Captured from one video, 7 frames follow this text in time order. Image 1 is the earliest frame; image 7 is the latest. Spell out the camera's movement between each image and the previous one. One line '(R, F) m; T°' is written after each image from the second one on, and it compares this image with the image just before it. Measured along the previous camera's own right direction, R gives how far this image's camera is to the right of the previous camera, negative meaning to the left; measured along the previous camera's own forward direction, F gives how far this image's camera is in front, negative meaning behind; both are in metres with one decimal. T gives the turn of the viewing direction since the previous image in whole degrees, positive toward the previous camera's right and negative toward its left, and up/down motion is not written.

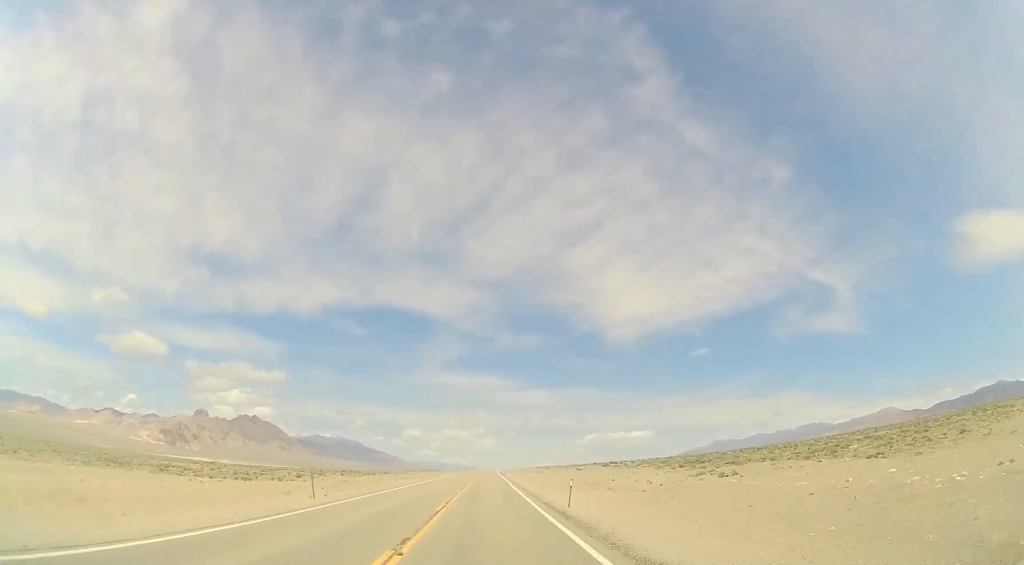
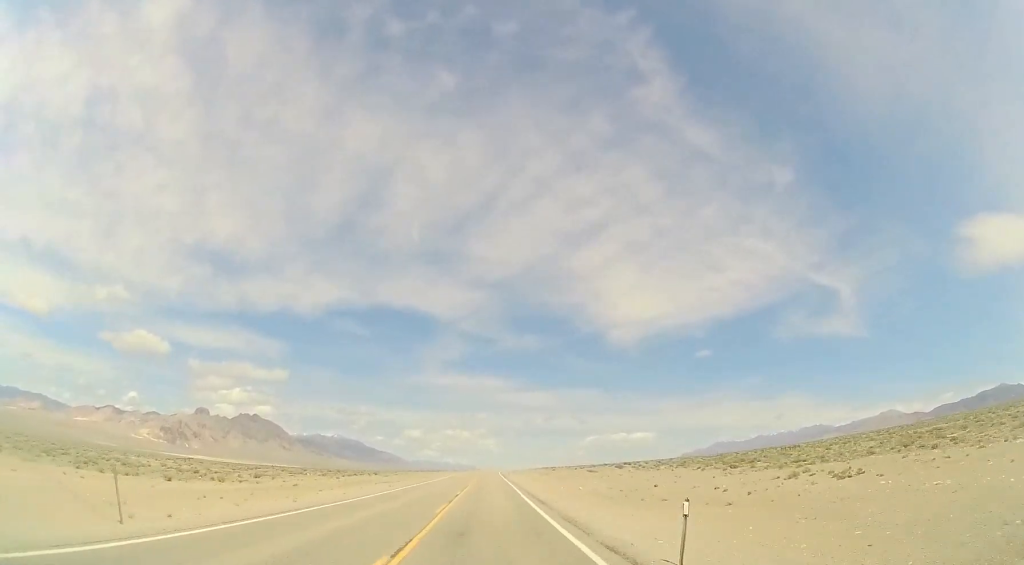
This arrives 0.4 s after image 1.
(-0.2, +12.6) m; 0°
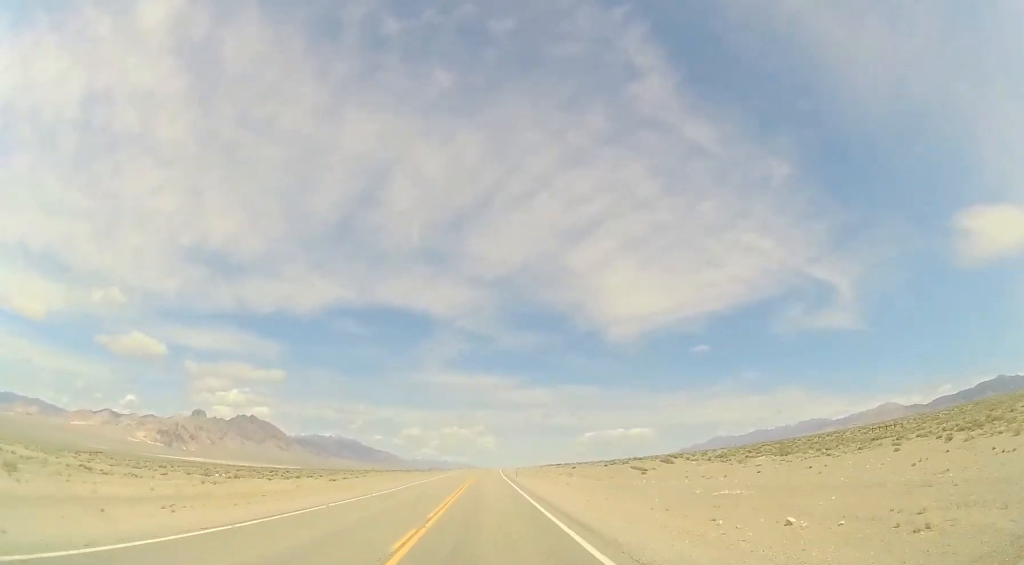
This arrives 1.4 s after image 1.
(+0.1, +32.5) m; 0°
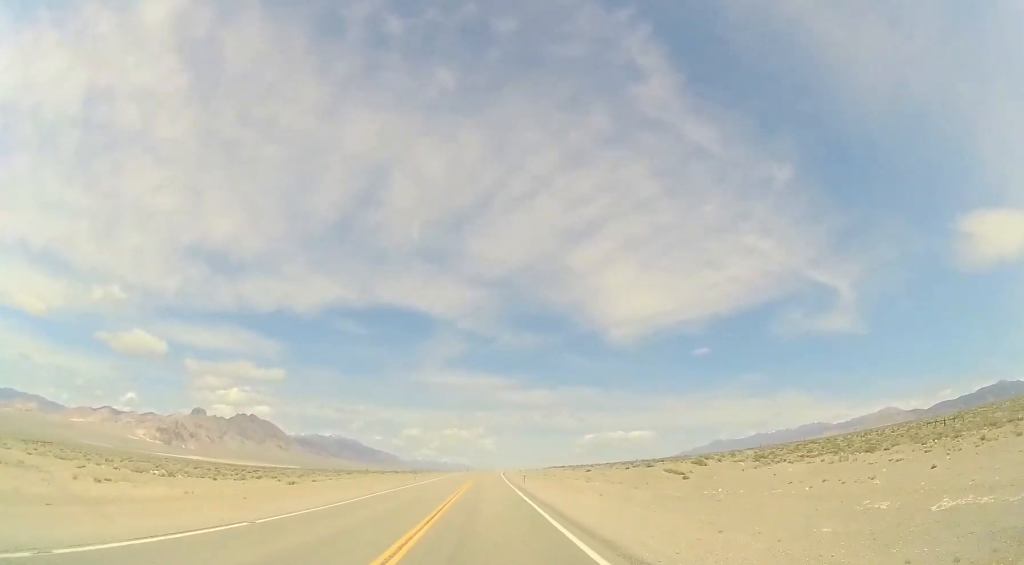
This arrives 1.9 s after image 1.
(+0.1, +13.7) m; 0°
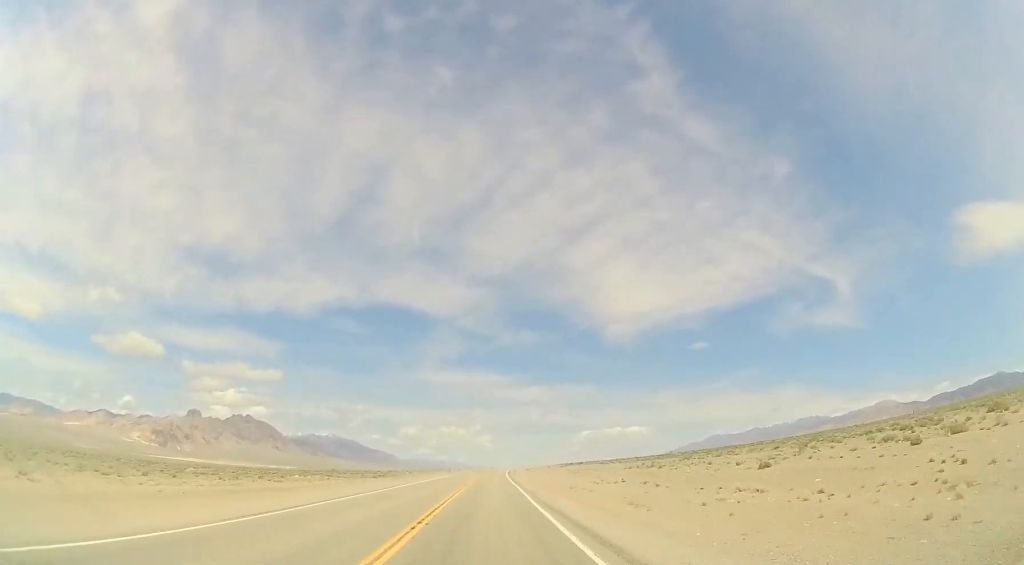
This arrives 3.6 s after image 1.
(-0.6, +54.8) m; -1°
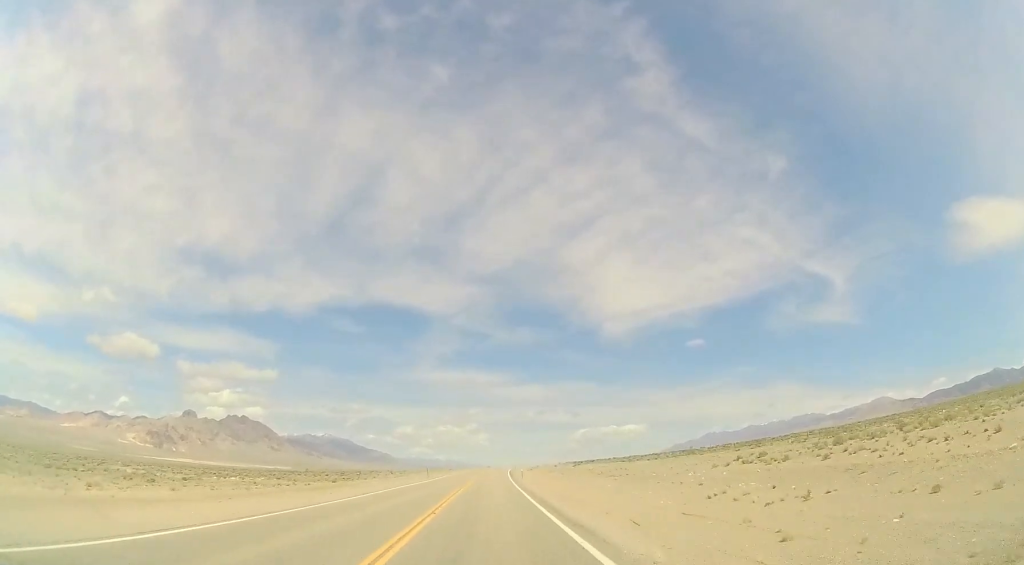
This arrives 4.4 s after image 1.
(+0.2, +26.4) m; +1°
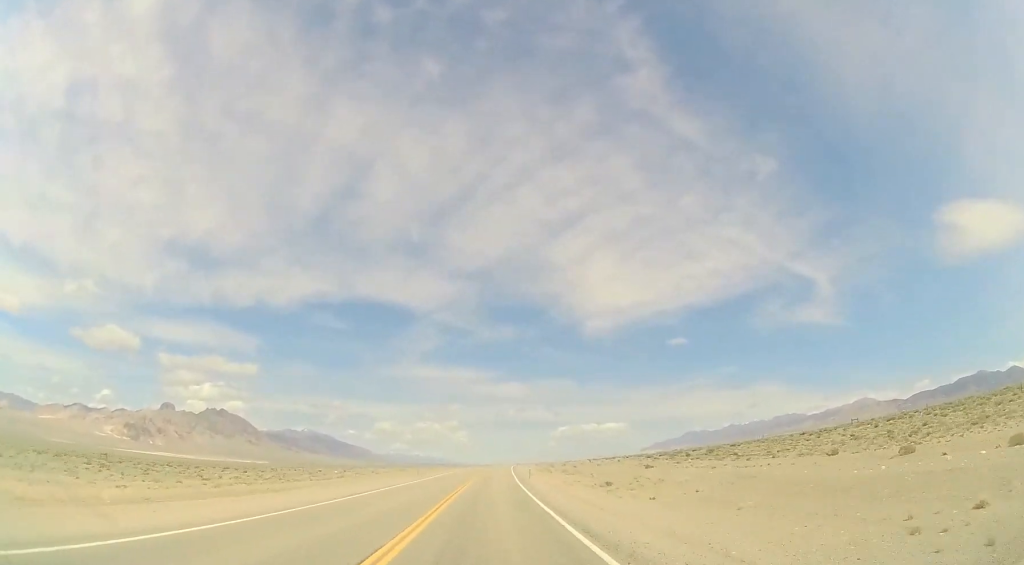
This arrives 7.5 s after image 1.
(+1.6, +98.3) m; +2°
